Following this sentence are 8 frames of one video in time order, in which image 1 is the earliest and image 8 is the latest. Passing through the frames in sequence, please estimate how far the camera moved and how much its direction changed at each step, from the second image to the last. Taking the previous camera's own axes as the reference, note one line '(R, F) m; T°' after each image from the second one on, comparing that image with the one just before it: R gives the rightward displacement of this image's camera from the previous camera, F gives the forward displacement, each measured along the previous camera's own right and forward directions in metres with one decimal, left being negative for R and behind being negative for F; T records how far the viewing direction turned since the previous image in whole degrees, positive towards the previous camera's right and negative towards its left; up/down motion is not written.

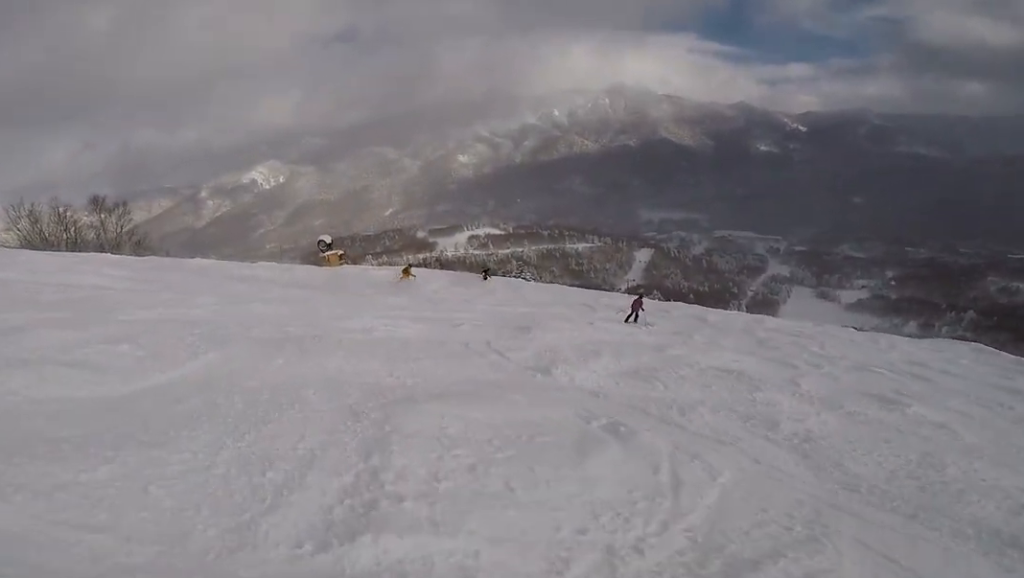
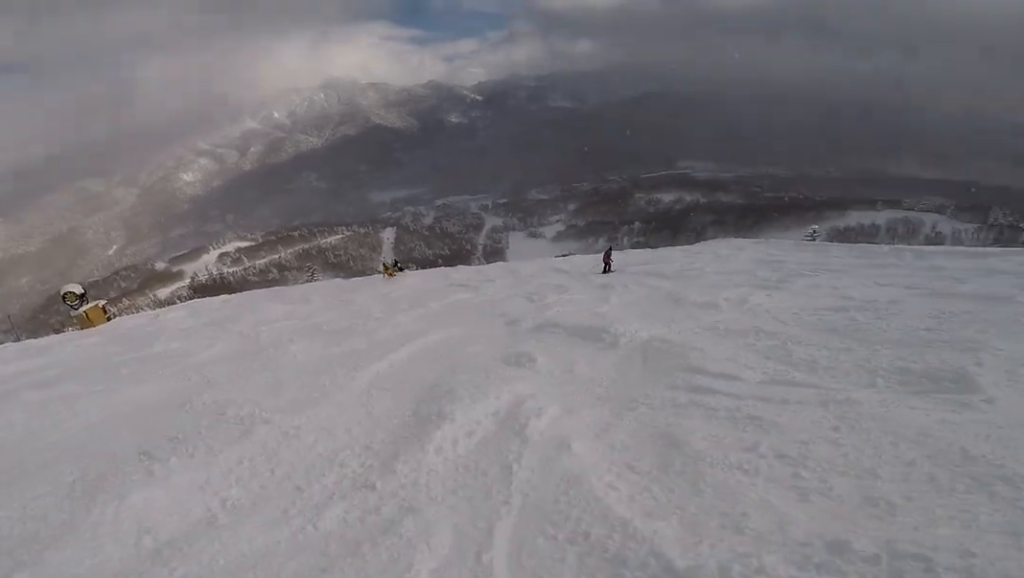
(-0.8, +7.3) m; +24°
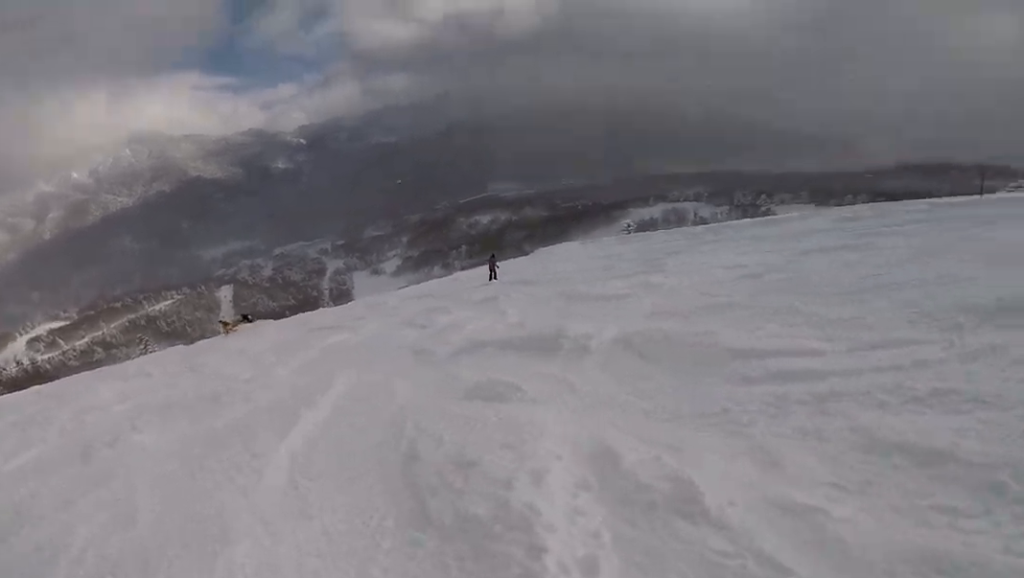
(+0.5, +2.3) m; +24°
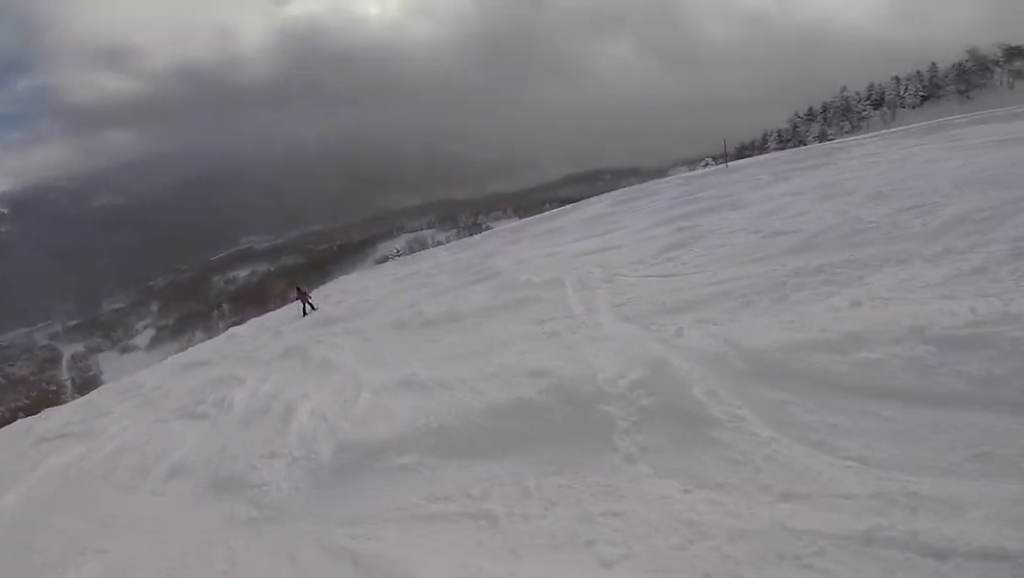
(+0.6, +3.7) m; +33°
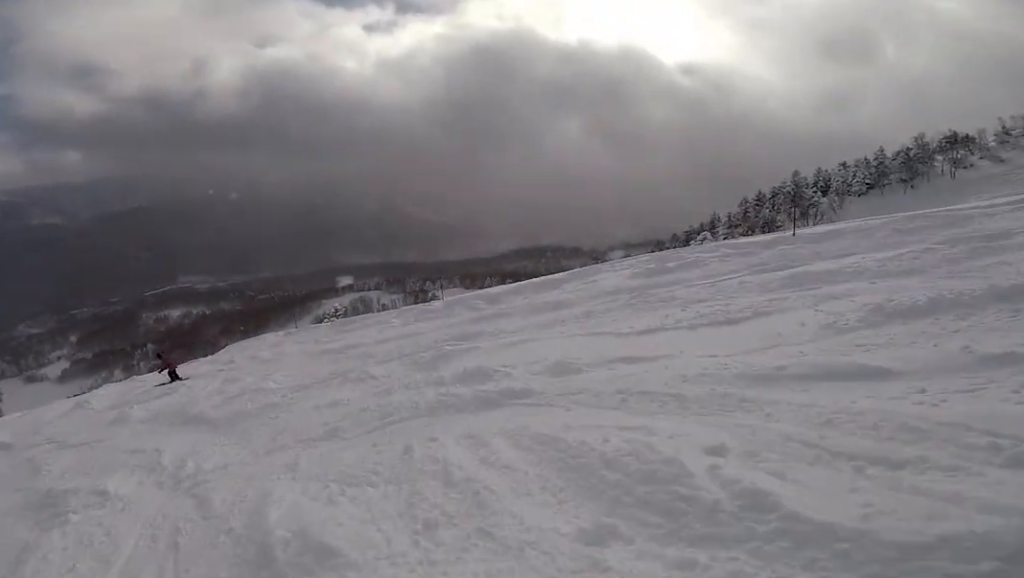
(+2.3, +5.3) m; +29°
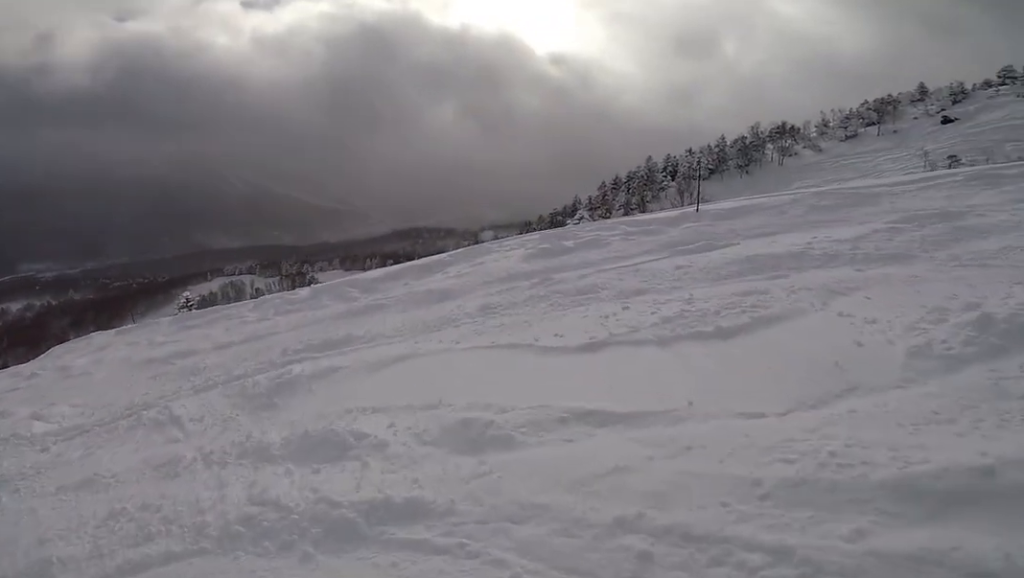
(-0.2, +2.7) m; +9°
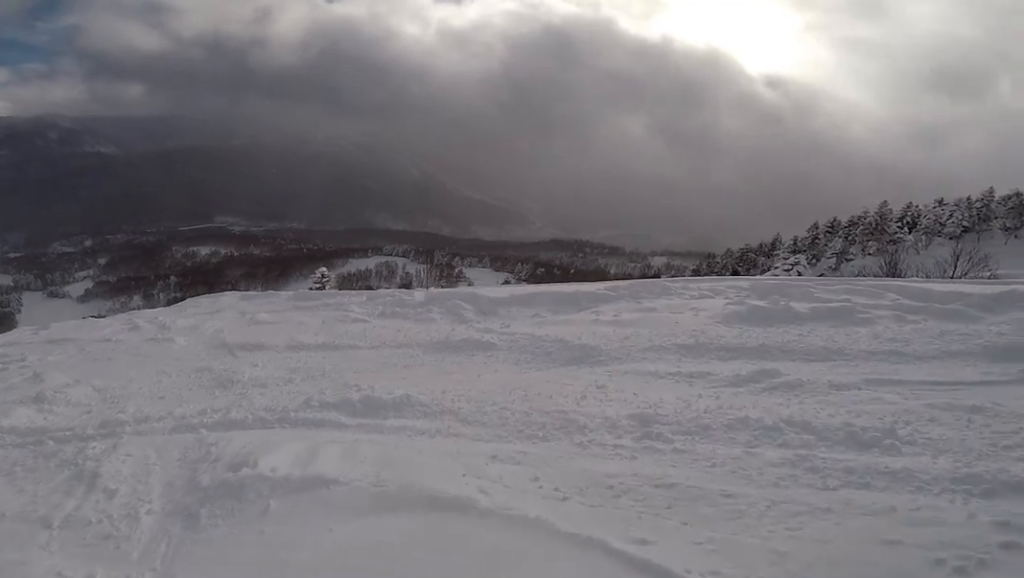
(+0.8, +2.9) m; -14°
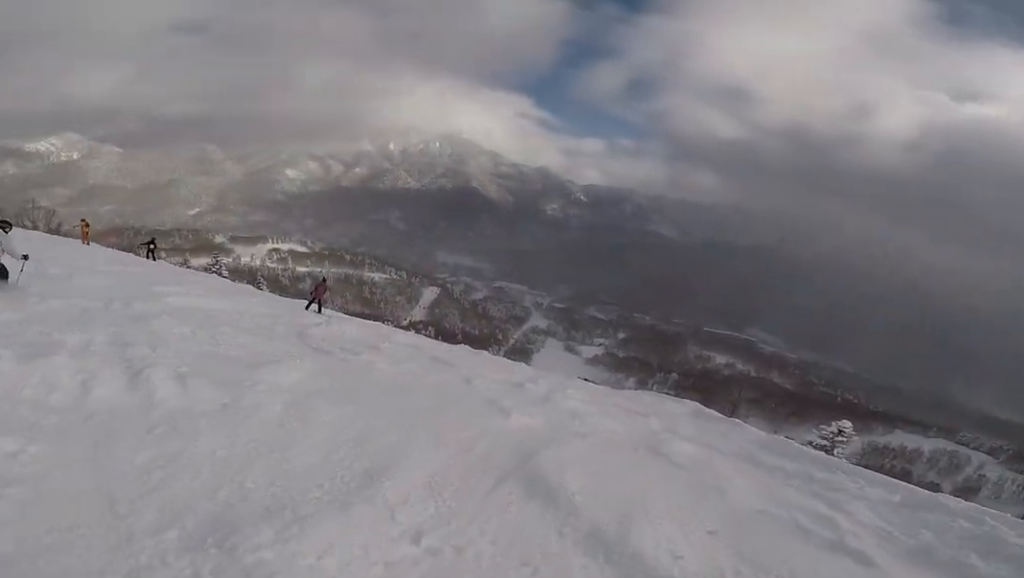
(-2.7, +4.6) m; -47°
